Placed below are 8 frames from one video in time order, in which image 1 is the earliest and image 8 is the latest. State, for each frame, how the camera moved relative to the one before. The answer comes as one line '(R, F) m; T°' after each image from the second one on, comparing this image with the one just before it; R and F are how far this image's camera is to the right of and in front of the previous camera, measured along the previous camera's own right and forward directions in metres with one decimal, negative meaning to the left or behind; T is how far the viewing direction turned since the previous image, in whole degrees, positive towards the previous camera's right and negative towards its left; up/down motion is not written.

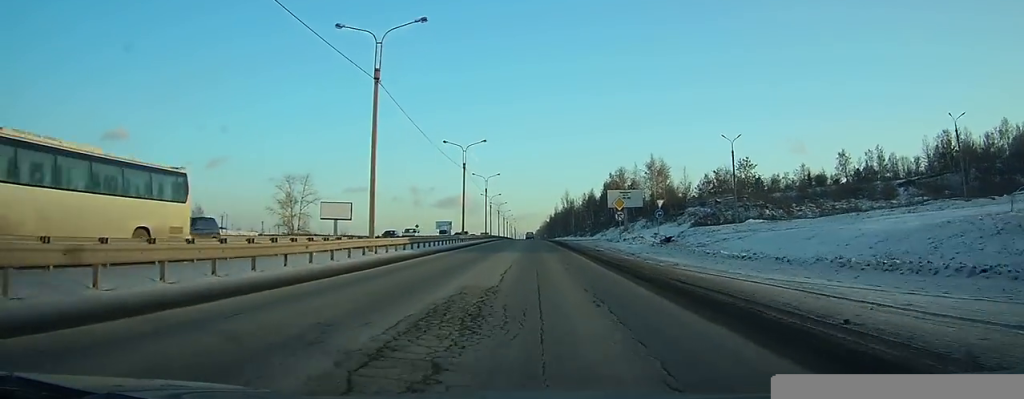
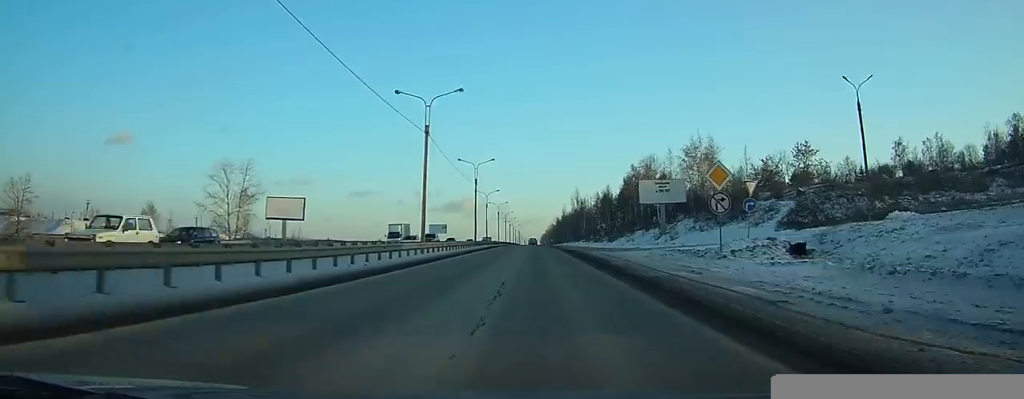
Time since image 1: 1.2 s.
(0.0, +25.7) m; 0°
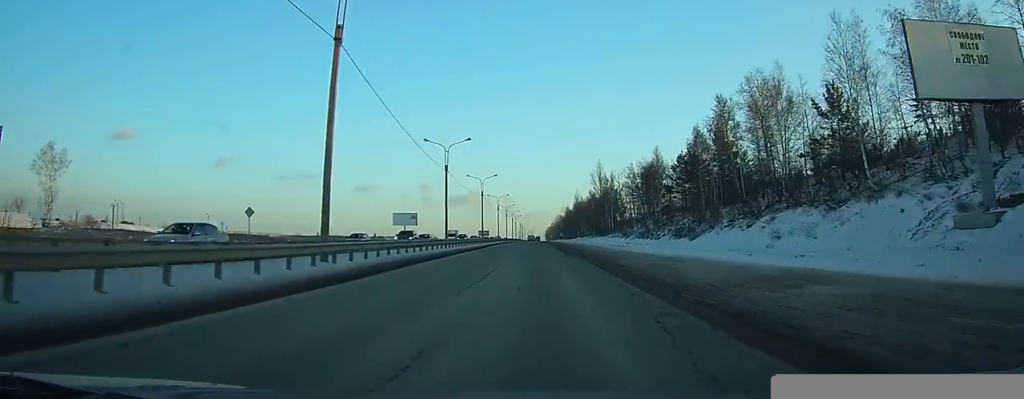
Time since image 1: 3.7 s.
(-0.6, +55.9) m; -1°
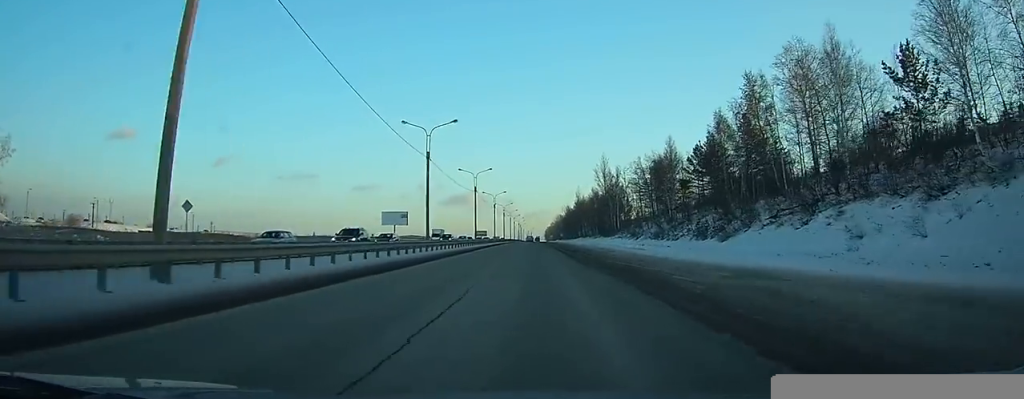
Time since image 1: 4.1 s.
(-0.1, +9.8) m; 0°
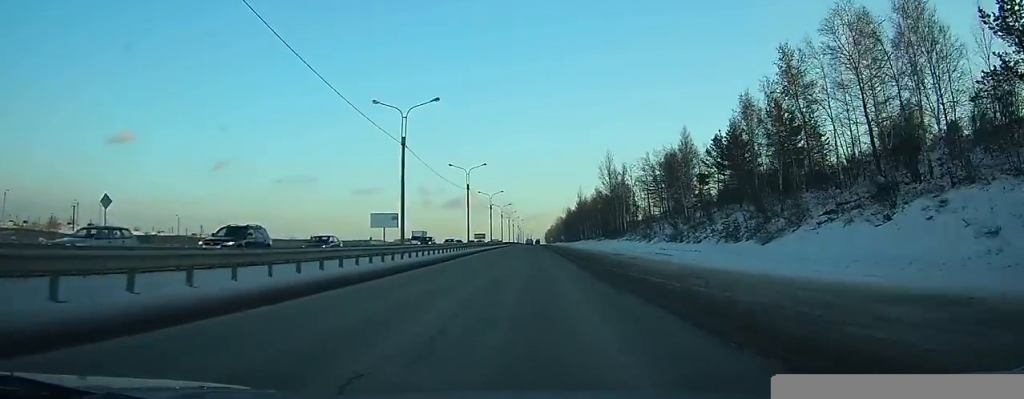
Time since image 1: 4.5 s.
(0.0, +9.1) m; 0°
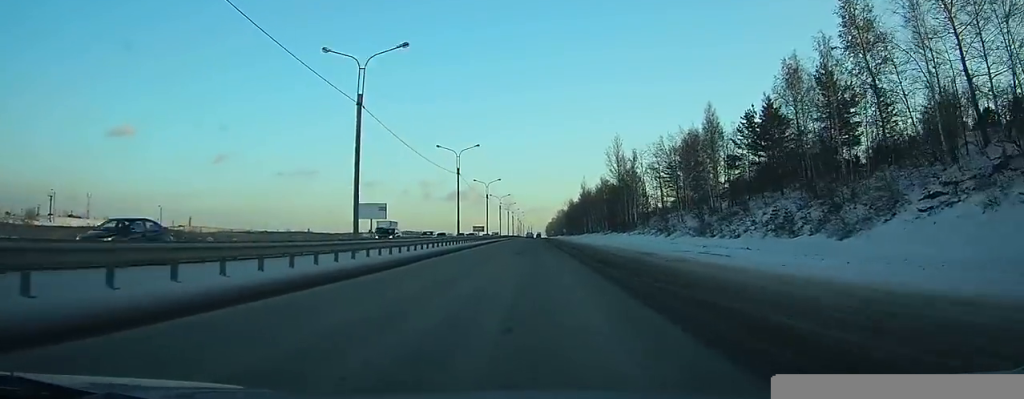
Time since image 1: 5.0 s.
(0.0, +10.6) m; 0°
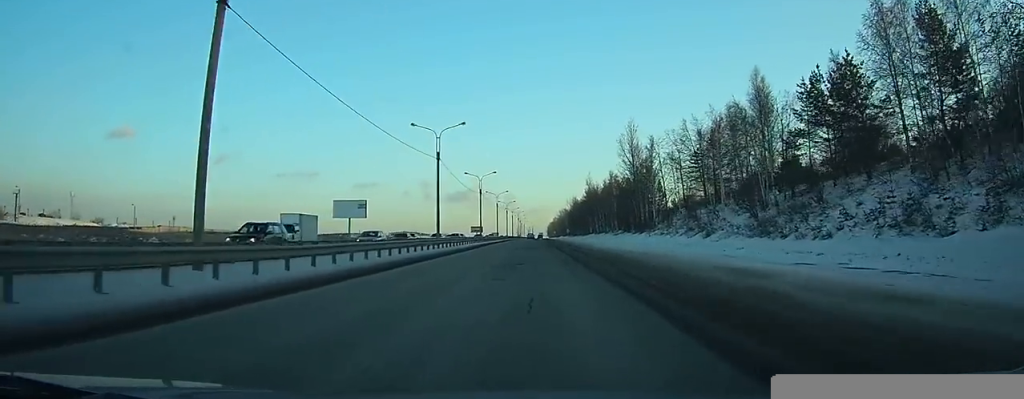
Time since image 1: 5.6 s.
(0.0, +14.4) m; 0°
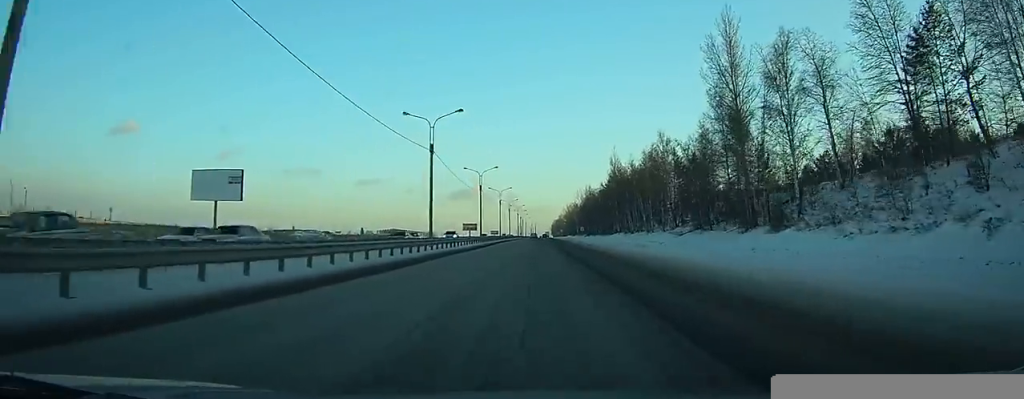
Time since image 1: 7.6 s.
(-0.2, +45.4) m; 0°
